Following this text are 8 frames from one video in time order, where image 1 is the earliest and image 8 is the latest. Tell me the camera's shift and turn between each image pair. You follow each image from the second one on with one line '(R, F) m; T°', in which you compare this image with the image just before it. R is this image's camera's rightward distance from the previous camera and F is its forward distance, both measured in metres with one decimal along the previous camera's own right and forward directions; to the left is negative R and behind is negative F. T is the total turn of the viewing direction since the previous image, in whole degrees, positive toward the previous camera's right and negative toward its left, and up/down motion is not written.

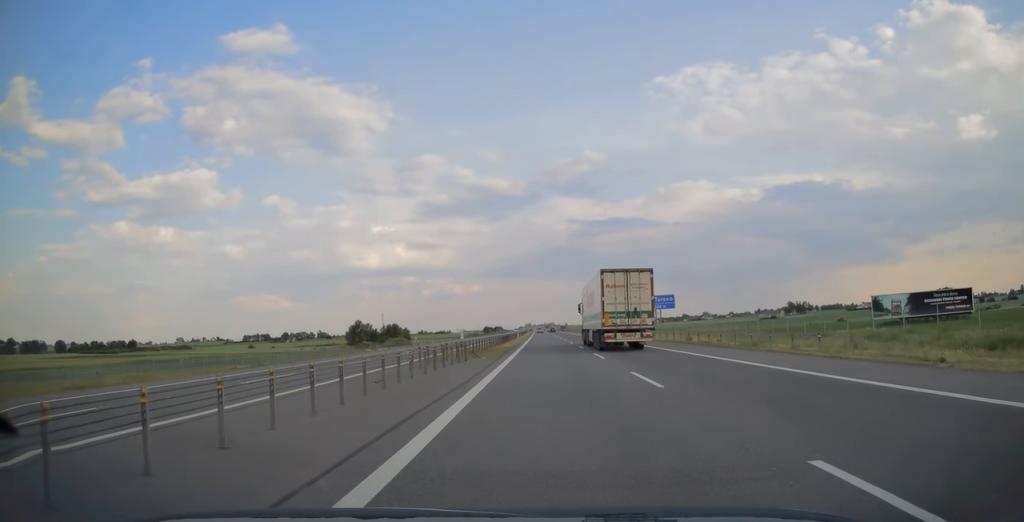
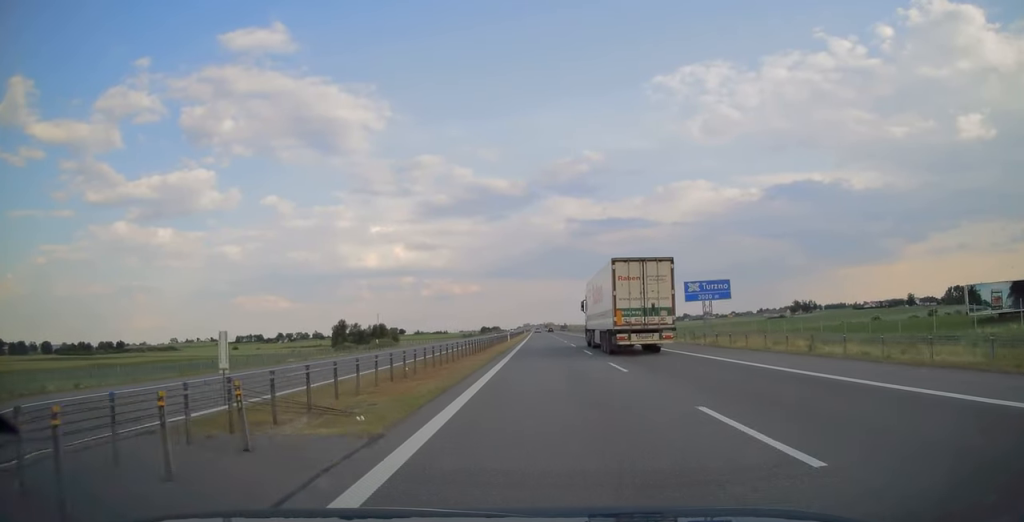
(-0.1, +19.5) m; 0°
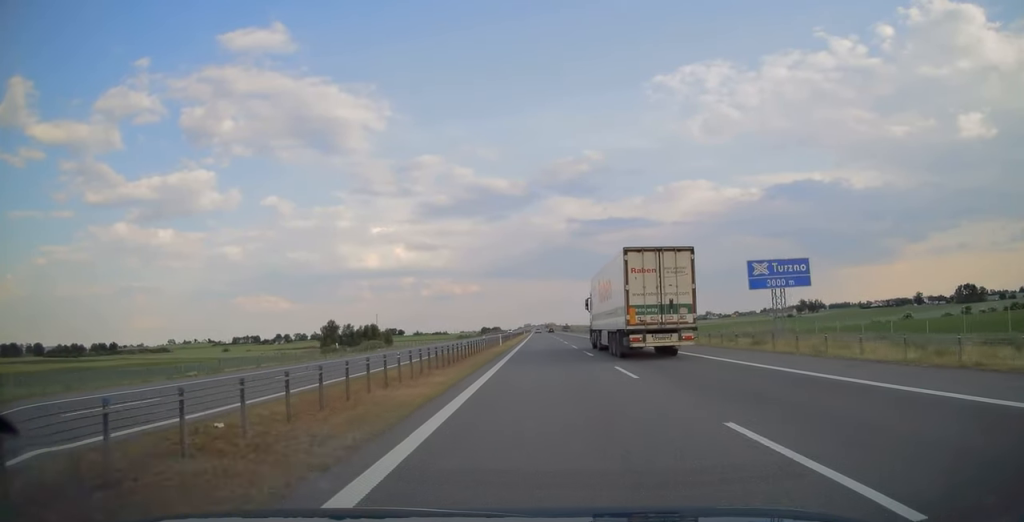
(+0.1, +13.6) m; 0°
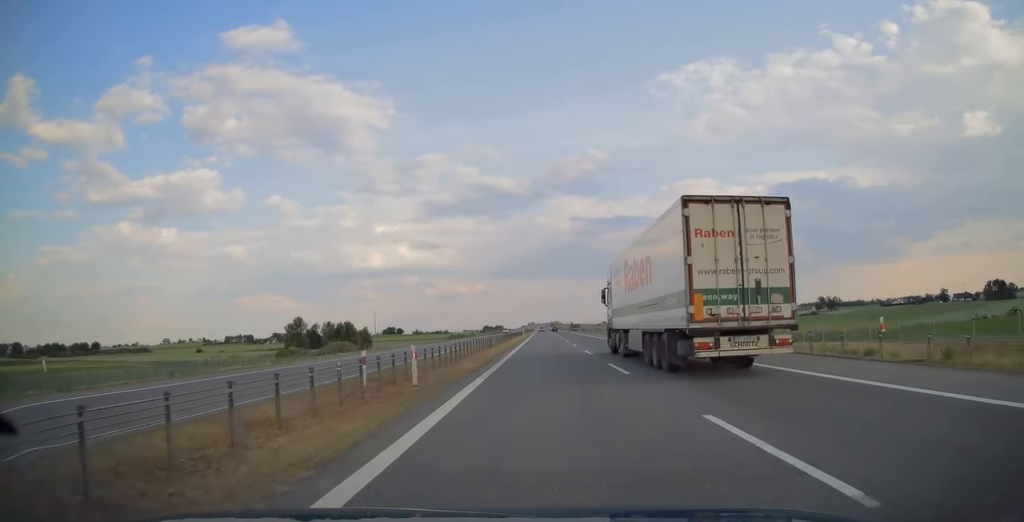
(+0.1, +35.2) m; 0°
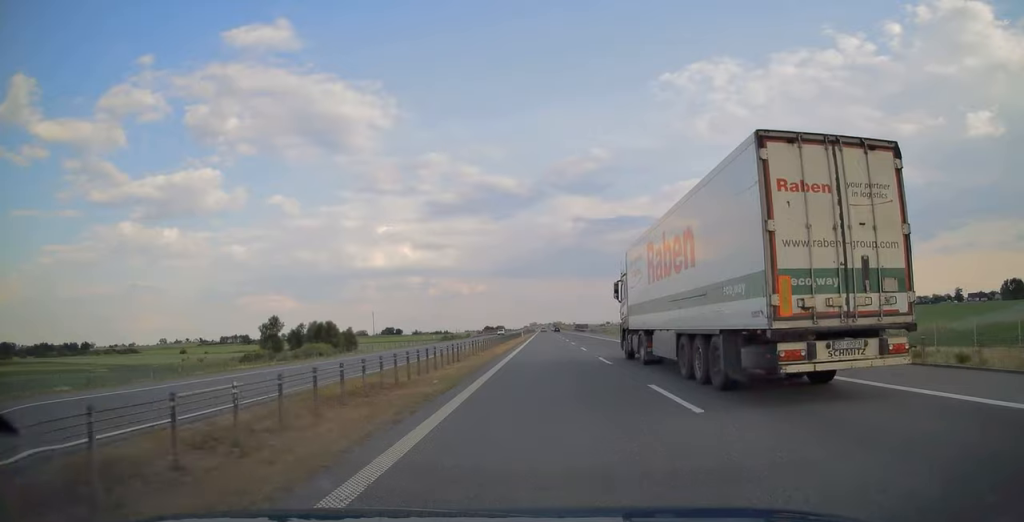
(-0.1, +19.5) m; 0°
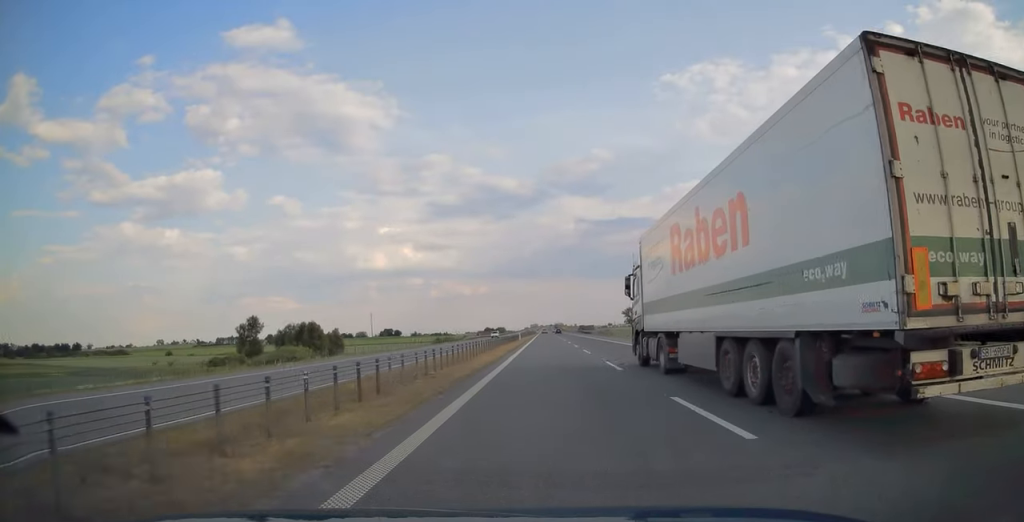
(0.0, +14.1) m; 0°
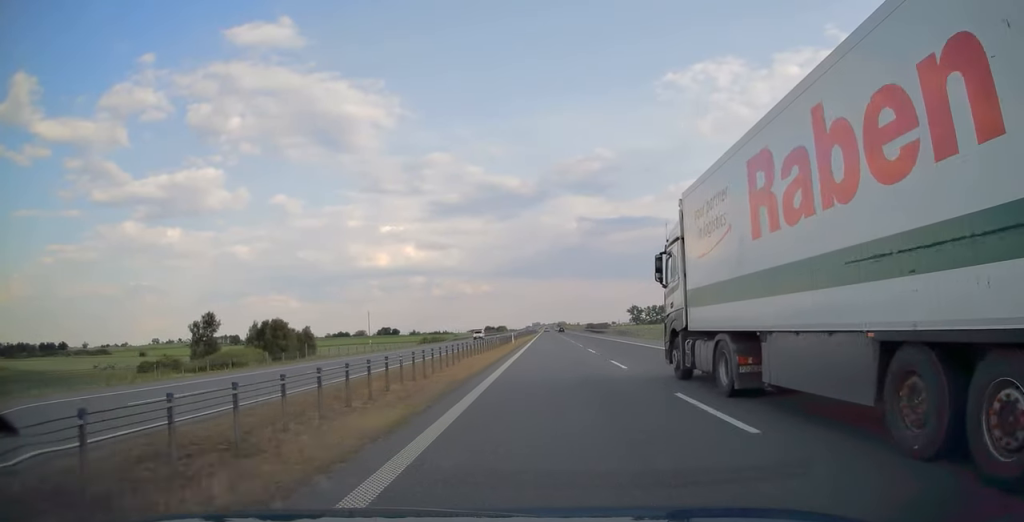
(0.0, +23.8) m; 0°
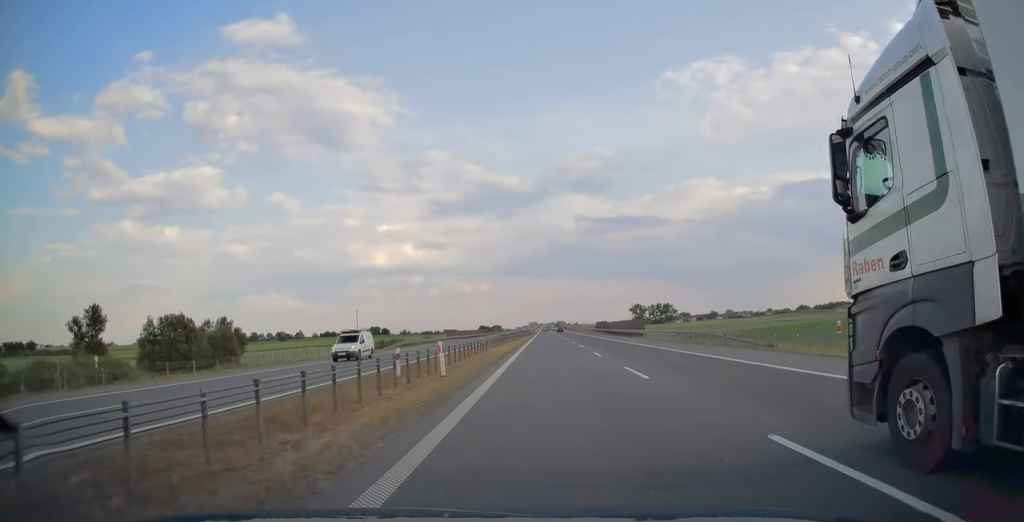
(0.0, +40.1) m; 0°
